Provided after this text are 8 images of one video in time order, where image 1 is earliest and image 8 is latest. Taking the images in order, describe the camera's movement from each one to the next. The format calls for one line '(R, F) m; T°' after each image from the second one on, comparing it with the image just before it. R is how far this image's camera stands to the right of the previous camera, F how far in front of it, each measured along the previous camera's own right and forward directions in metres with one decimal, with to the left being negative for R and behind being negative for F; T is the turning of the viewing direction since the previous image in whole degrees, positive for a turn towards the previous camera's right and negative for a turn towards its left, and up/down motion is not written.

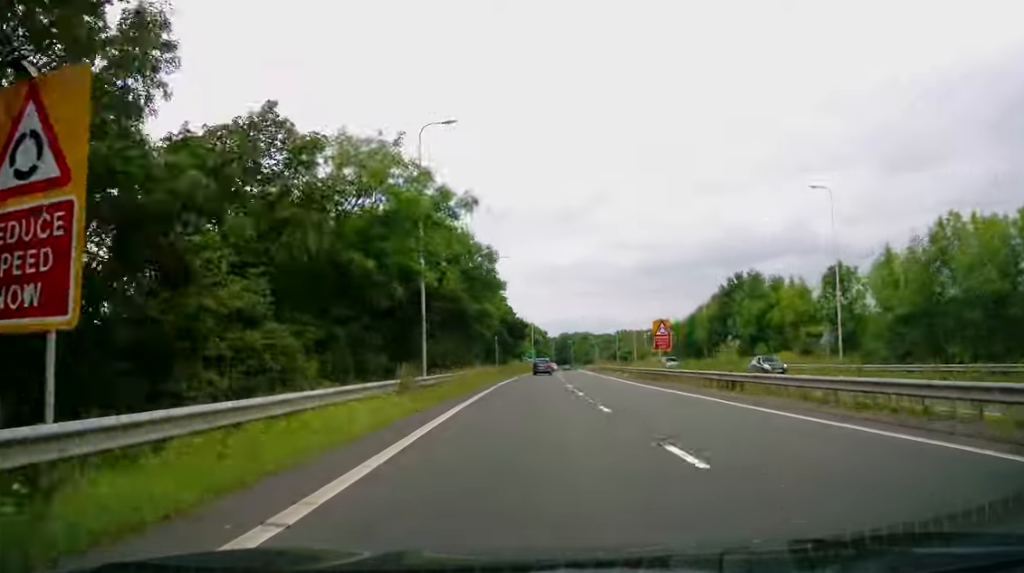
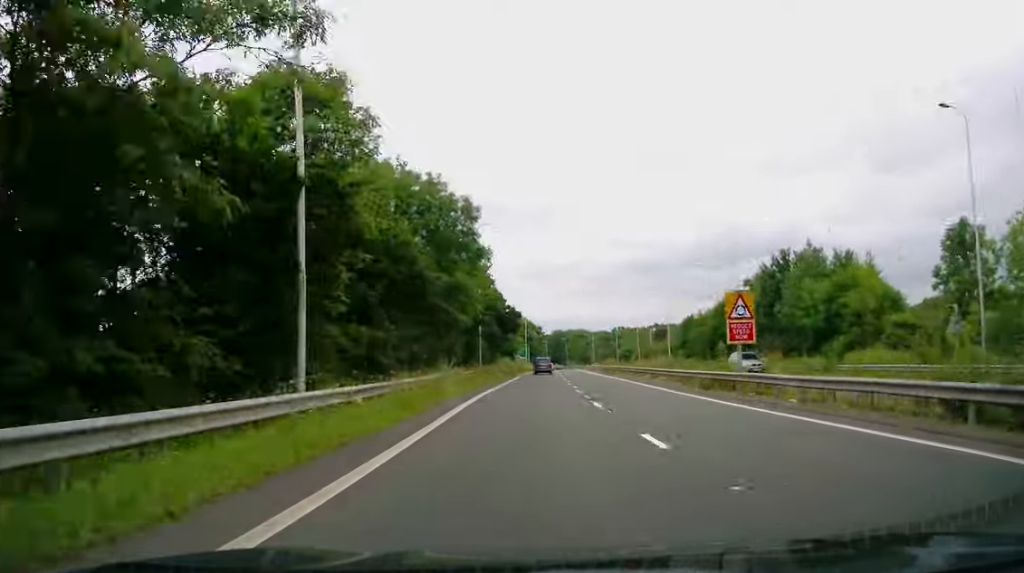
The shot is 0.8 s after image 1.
(+0.1, +15.7) m; 0°
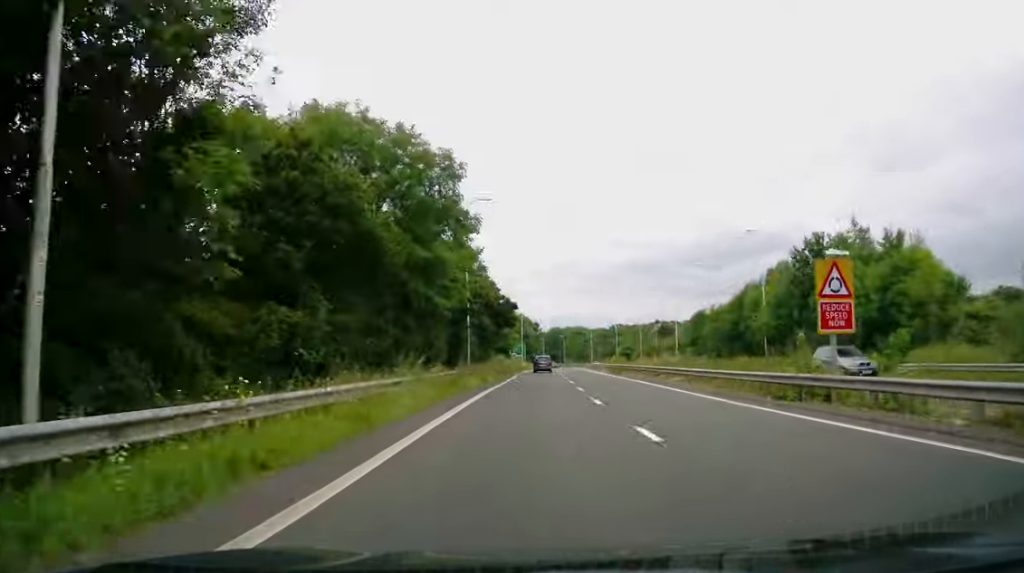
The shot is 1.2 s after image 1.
(0.0, +8.2) m; 0°
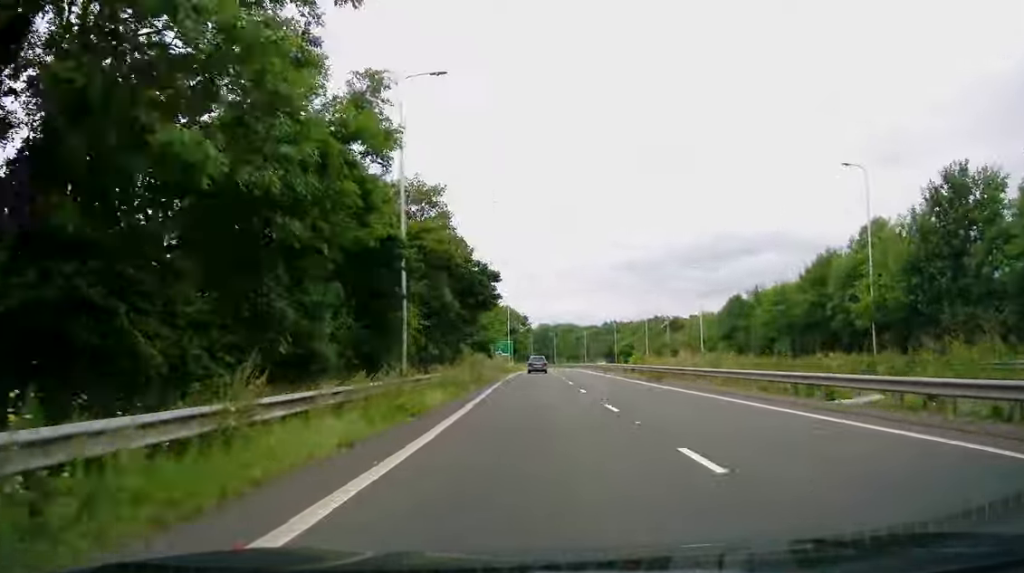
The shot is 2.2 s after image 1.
(+0.1, +21.0) m; +2°
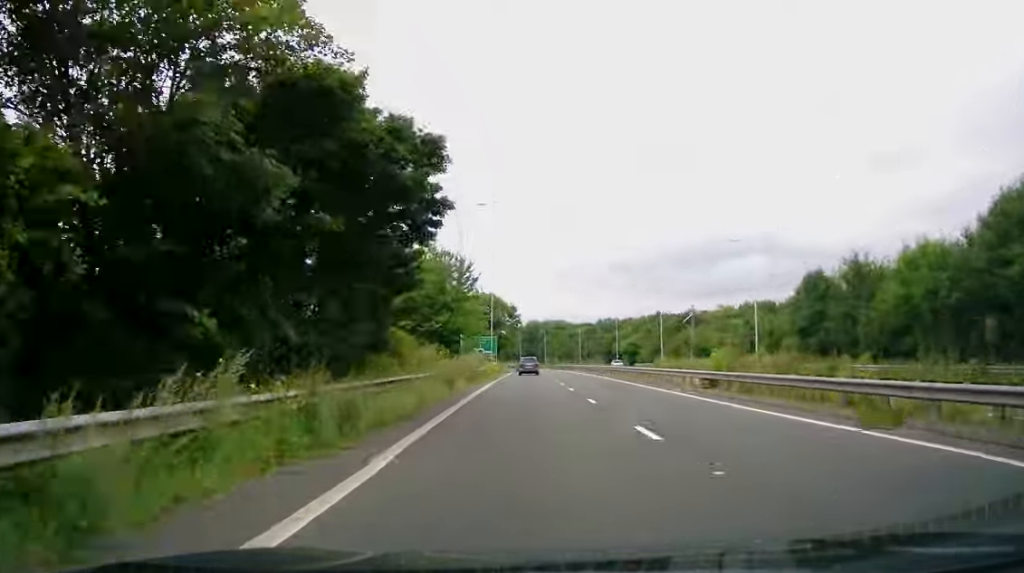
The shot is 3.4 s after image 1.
(+0.5, +23.6) m; 0°
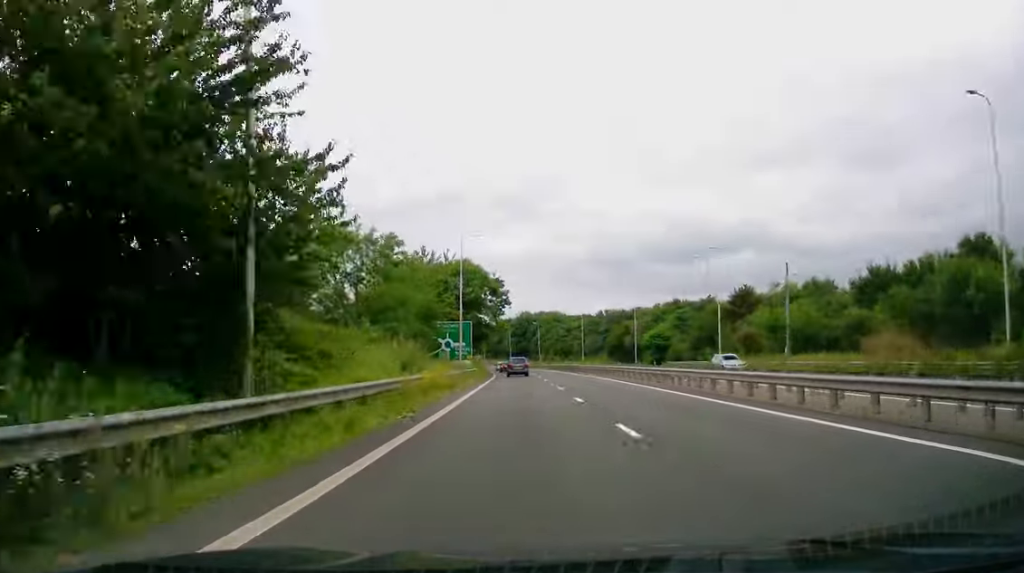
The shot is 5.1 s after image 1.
(-0.3, +34.8) m; 0°
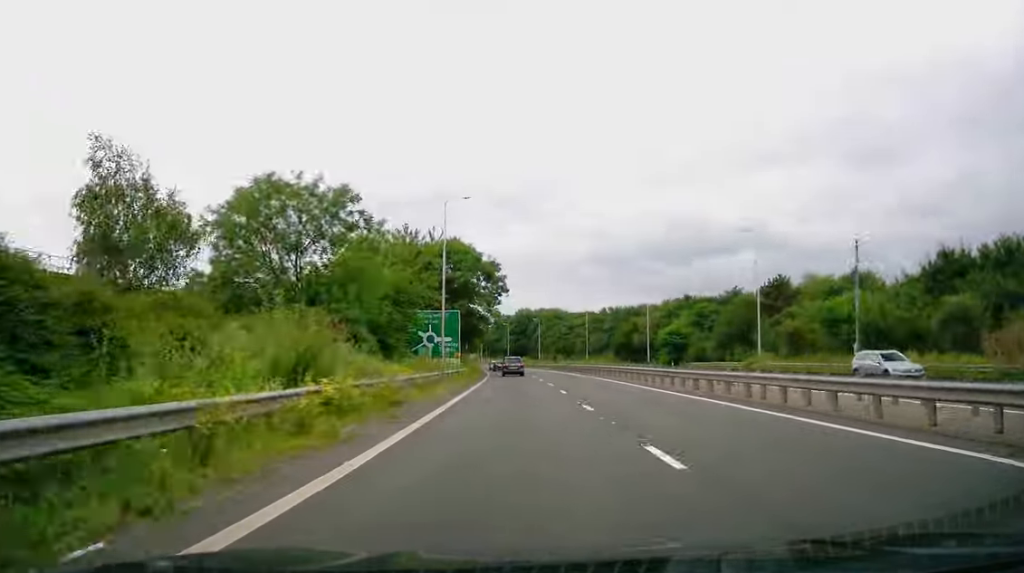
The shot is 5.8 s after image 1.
(+0.1, +12.2) m; 0°
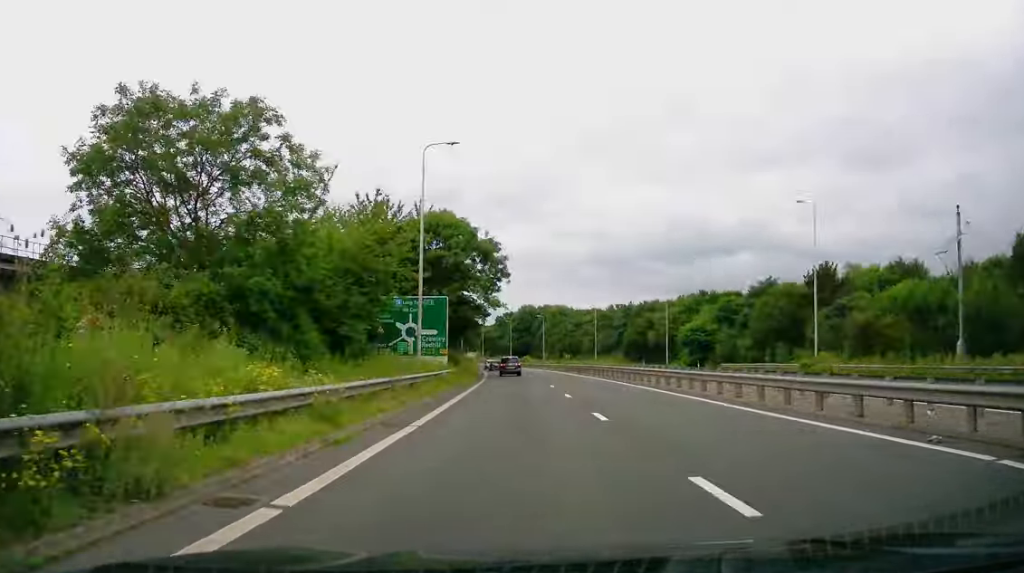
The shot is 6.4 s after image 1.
(0.0, +11.5) m; 0°
